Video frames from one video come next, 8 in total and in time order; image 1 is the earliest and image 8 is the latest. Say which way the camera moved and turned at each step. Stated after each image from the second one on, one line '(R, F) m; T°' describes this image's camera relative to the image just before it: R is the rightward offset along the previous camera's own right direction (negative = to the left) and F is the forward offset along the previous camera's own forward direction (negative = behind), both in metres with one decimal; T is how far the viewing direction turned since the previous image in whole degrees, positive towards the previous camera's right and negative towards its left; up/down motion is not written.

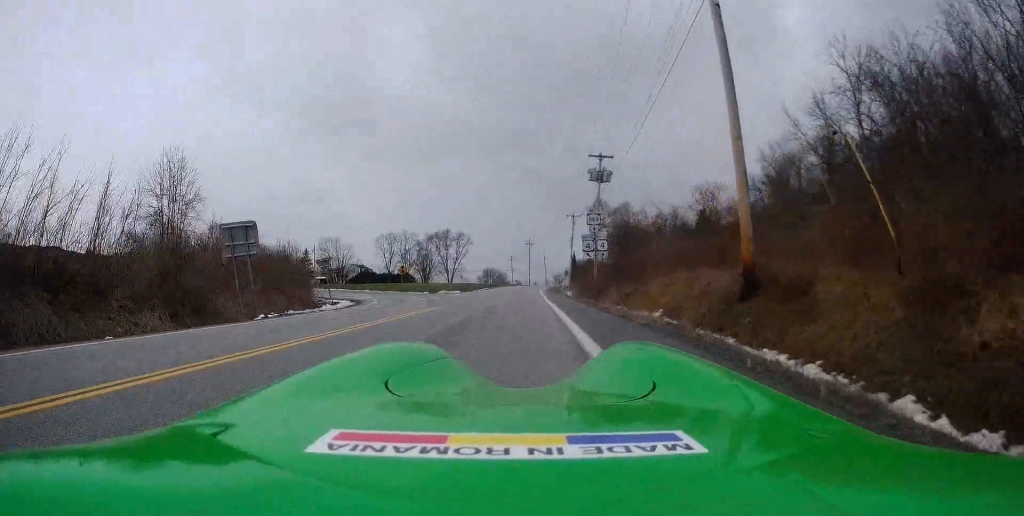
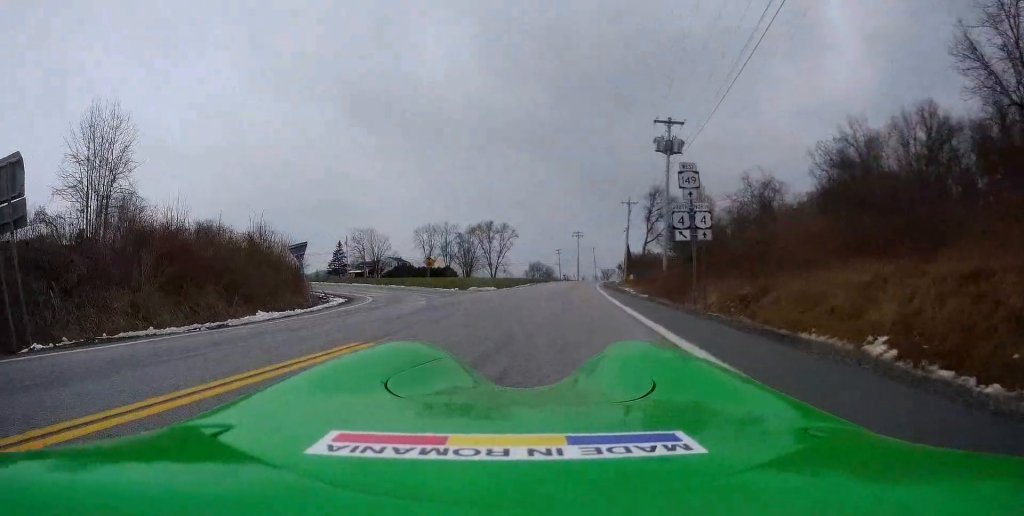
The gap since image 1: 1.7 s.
(-1.0, +12.6) m; -8°
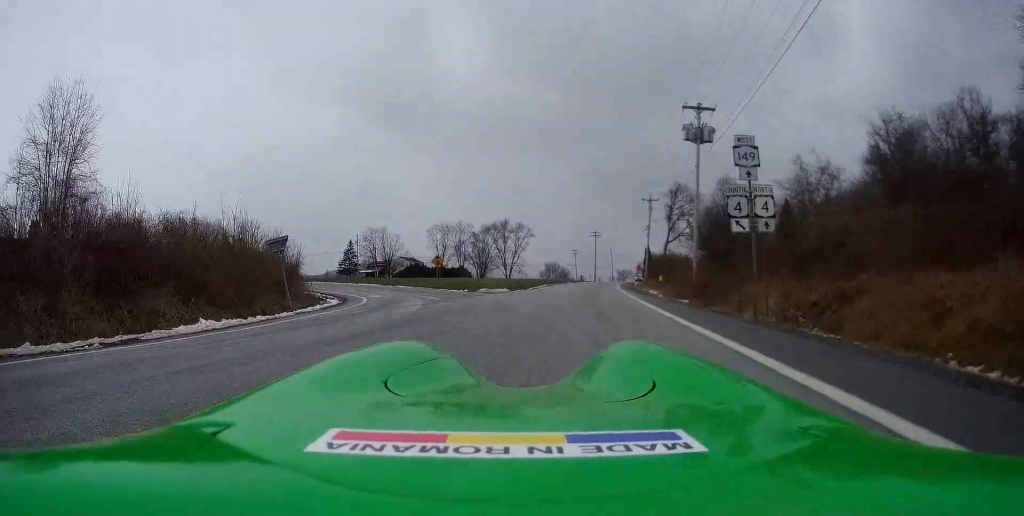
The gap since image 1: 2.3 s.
(-0.1, +4.8) m; -2°
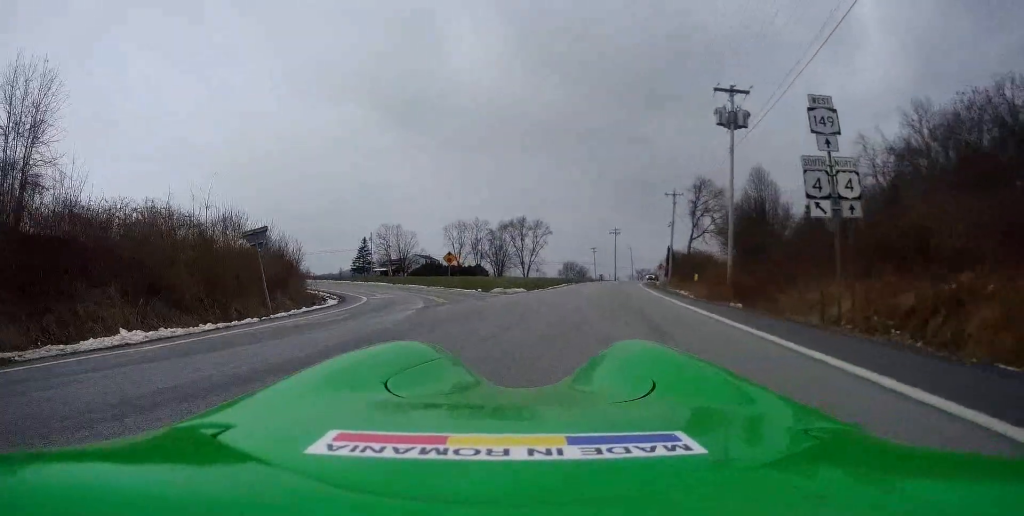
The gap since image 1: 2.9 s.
(+0.1, +4.6) m; -2°
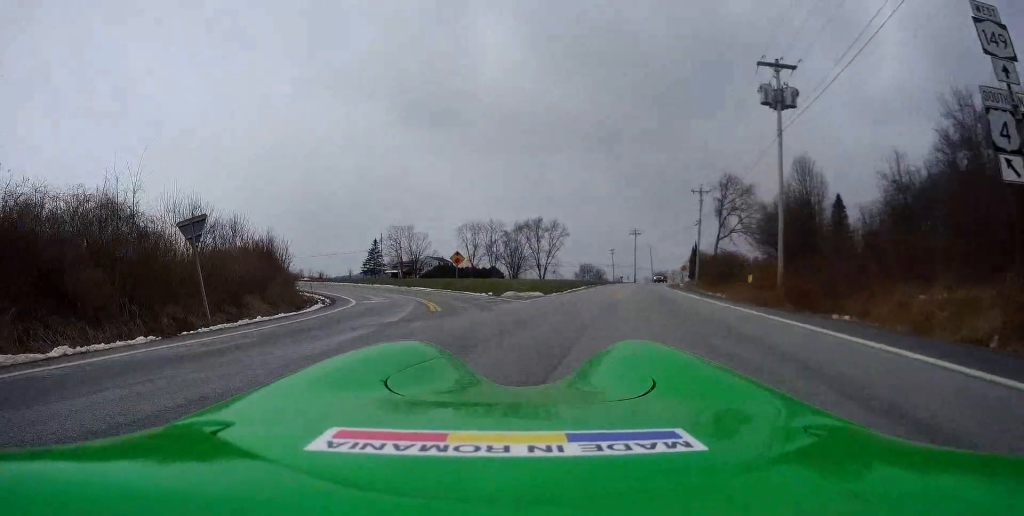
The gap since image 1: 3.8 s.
(-0.3, +6.8) m; -2°
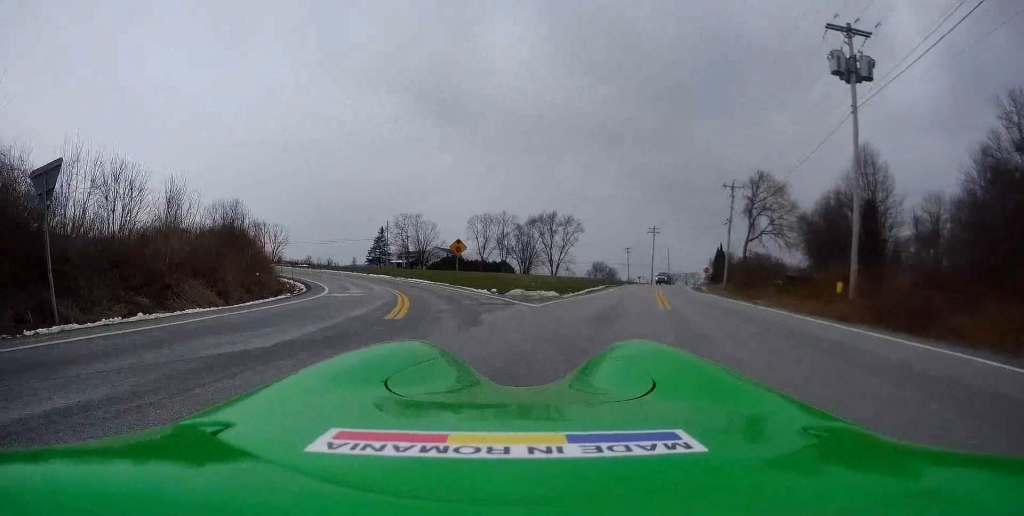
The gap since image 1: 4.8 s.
(-0.1, +7.8) m; -2°
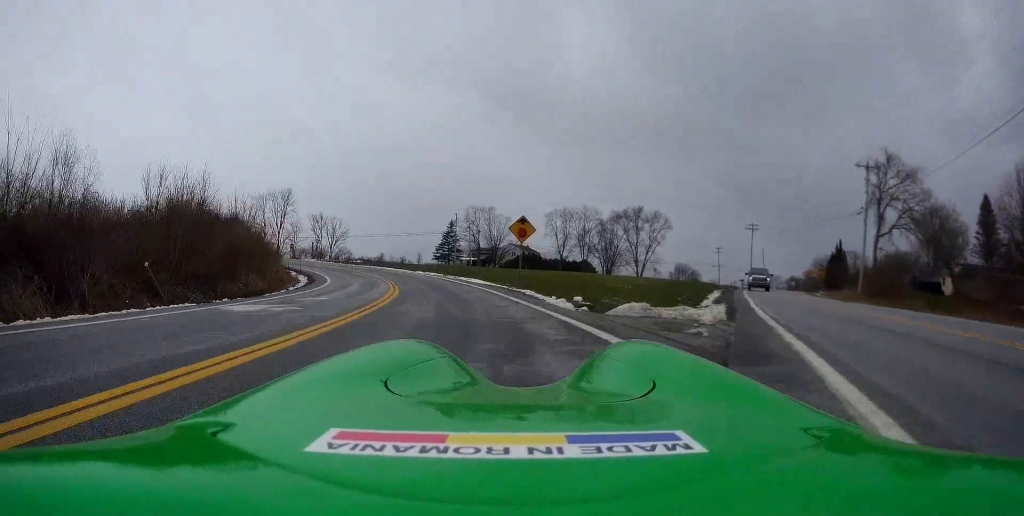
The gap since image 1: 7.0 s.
(-0.7, +14.7) m; -9°
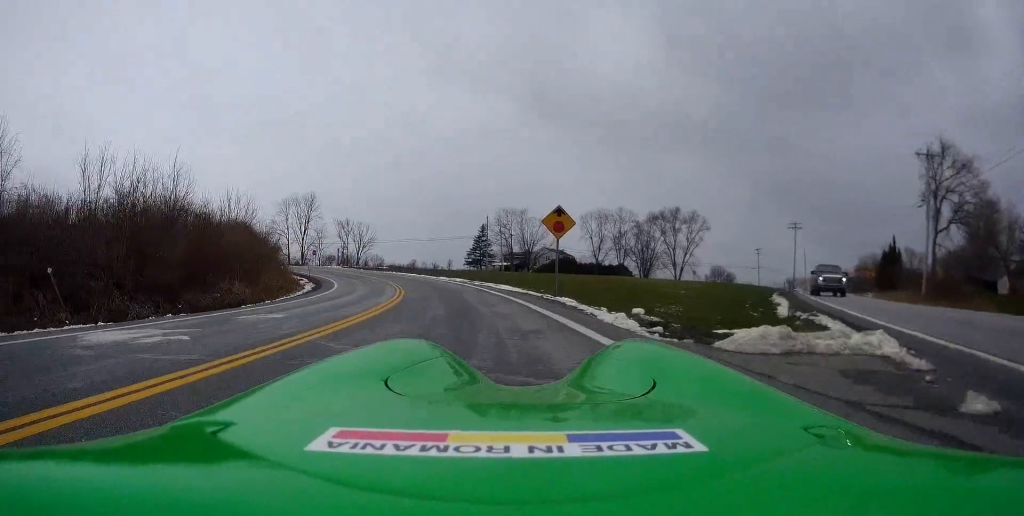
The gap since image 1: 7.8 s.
(-0.5, +5.1) m; -4°
